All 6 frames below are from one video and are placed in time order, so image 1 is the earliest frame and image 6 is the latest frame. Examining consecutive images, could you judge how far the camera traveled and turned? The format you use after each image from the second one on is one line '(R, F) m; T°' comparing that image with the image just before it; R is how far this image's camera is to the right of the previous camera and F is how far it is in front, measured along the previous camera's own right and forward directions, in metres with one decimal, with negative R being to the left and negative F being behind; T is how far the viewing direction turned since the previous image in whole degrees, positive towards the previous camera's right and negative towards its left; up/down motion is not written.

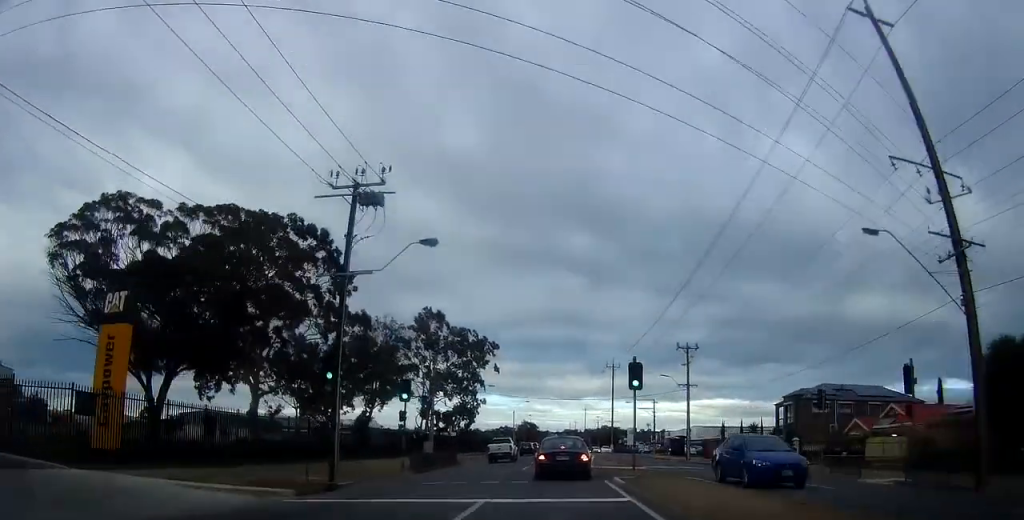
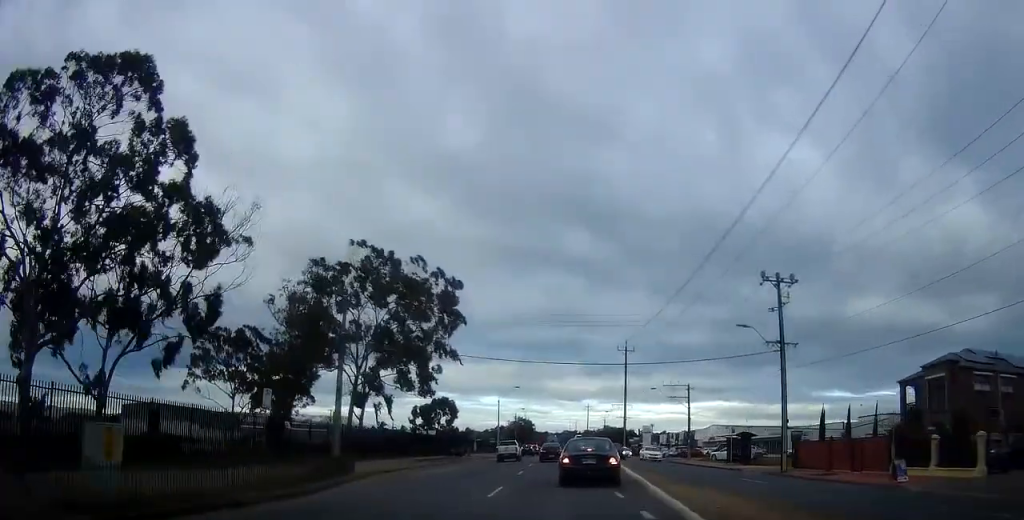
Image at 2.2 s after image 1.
(+0.3, +26.1) m; +1°
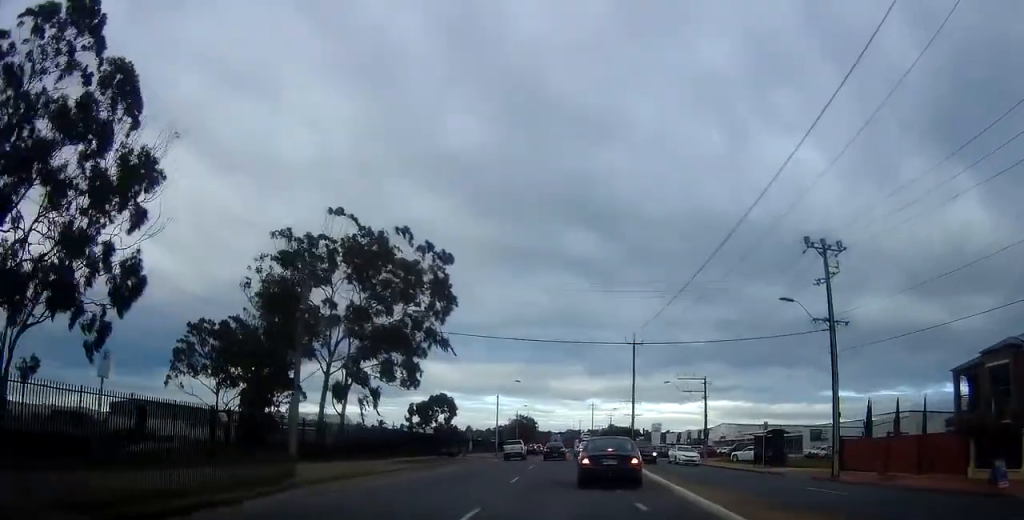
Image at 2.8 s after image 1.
(0.0, +6.4) m; 0°
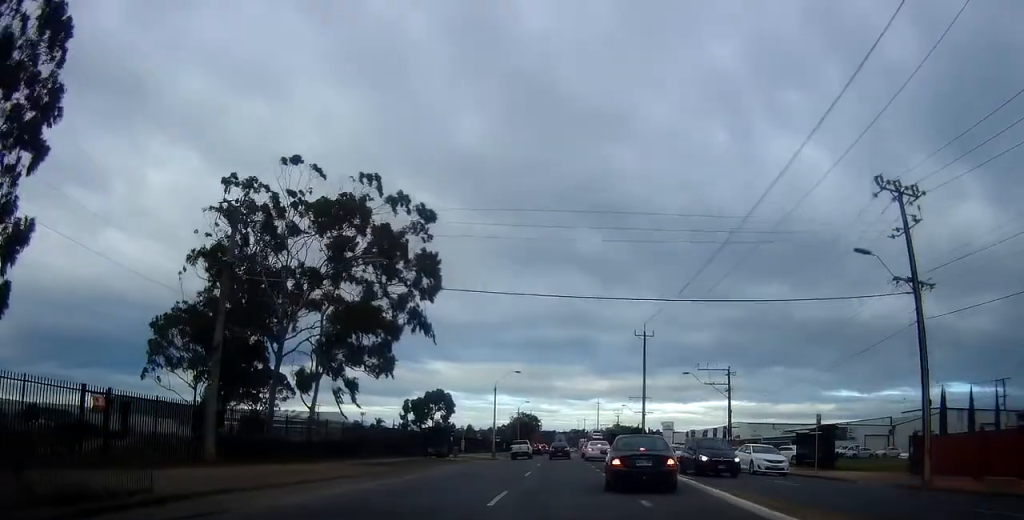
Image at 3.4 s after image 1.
(-0.4, +7.5) m; 0°
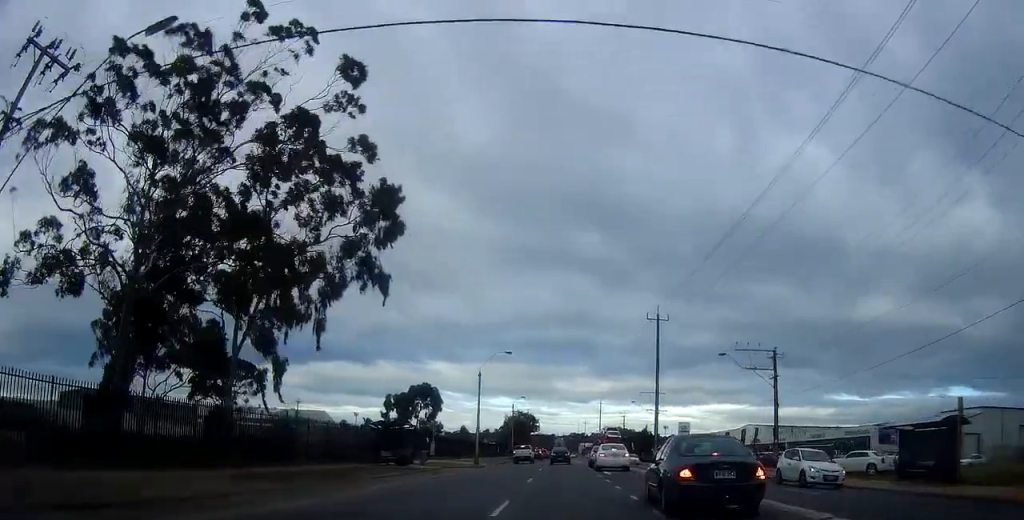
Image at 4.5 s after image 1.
(+0.5, +12.4) m; 0°
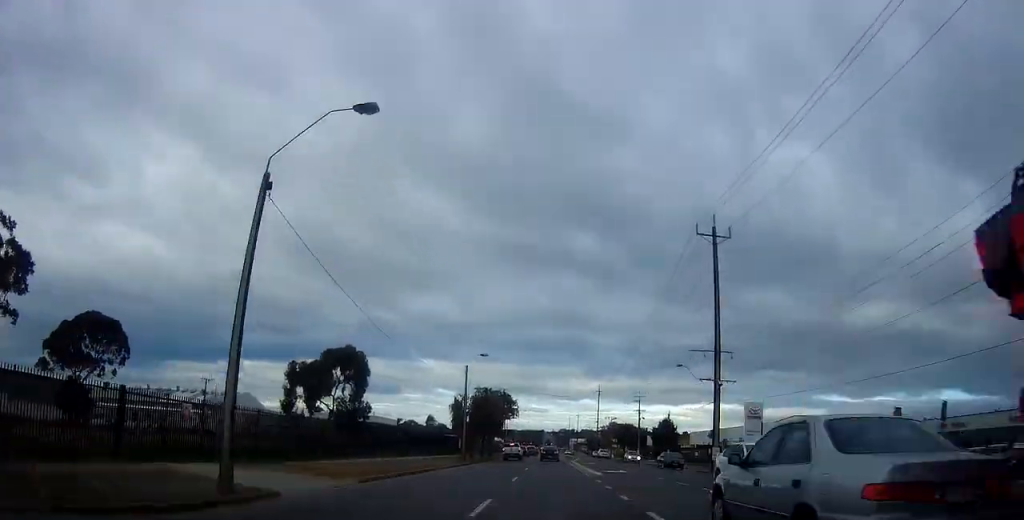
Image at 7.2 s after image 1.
(-0.3, +34.8) m; -1°
